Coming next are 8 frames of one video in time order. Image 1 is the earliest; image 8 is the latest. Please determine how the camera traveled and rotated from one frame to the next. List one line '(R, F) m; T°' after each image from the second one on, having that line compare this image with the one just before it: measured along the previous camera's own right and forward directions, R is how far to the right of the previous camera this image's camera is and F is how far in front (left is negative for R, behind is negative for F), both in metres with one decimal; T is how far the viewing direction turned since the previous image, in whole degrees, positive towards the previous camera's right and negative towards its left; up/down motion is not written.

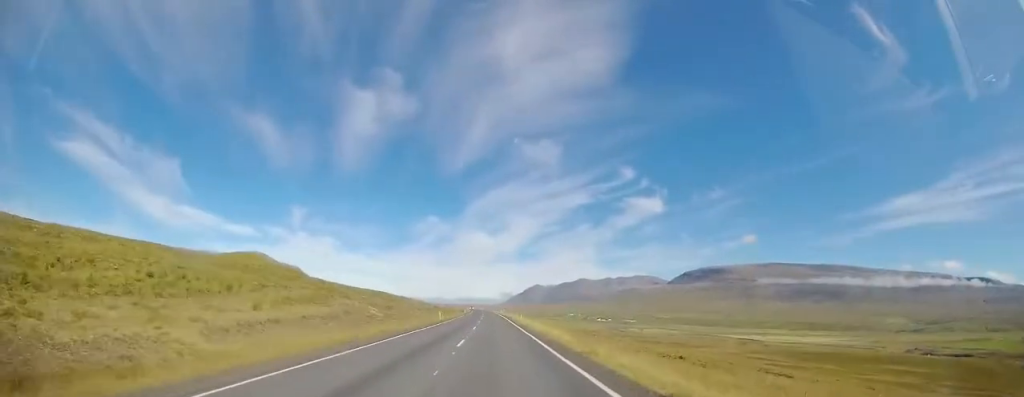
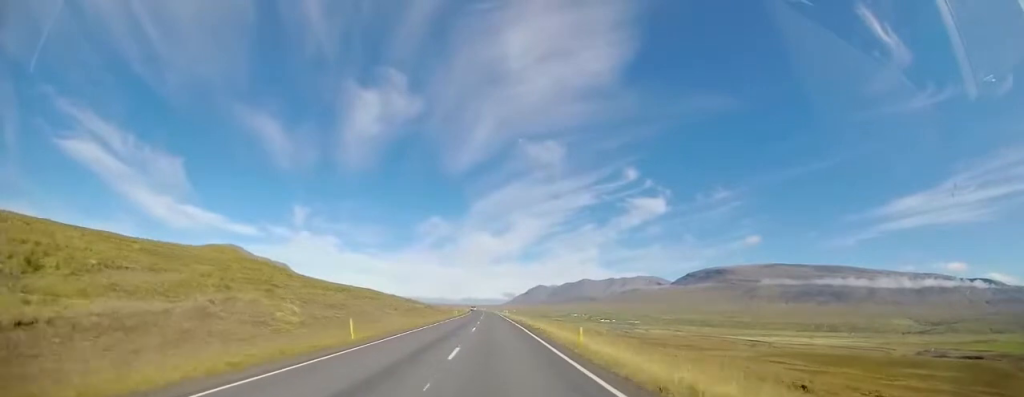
(-0.4, +28.1) m; -1°
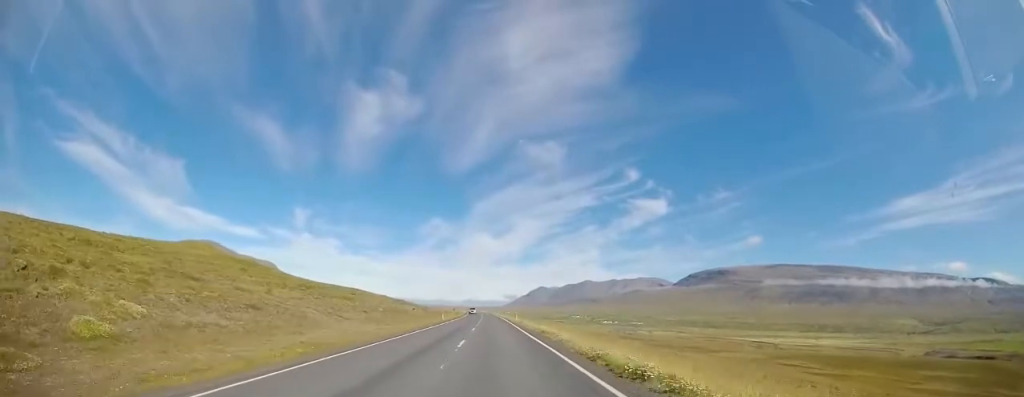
(0.0, +20.3) m; +1°
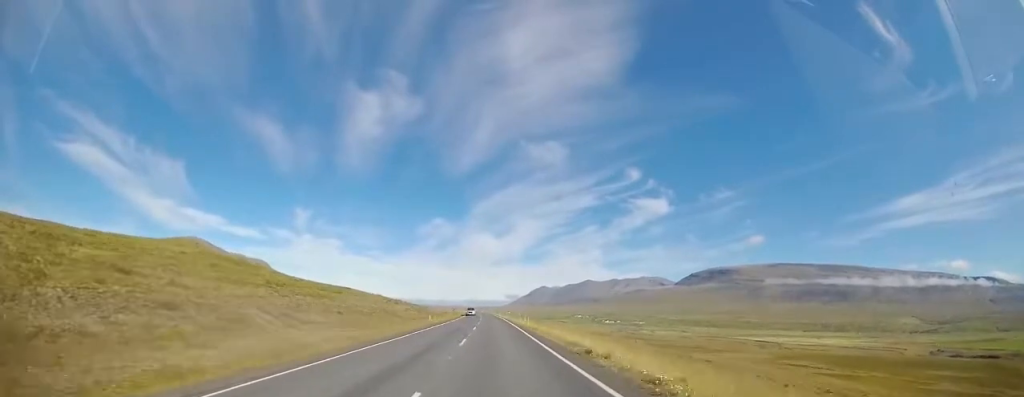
(+0.2, +10.8) m; 0°
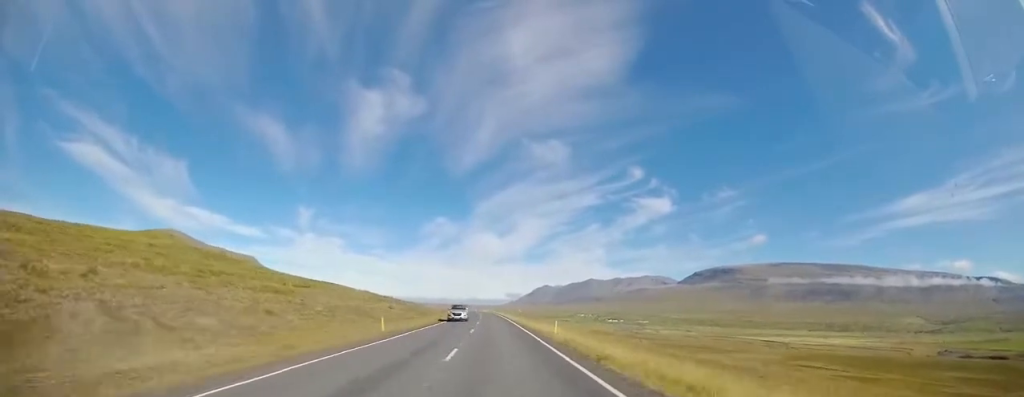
(0.0, +17.0) m; 0°
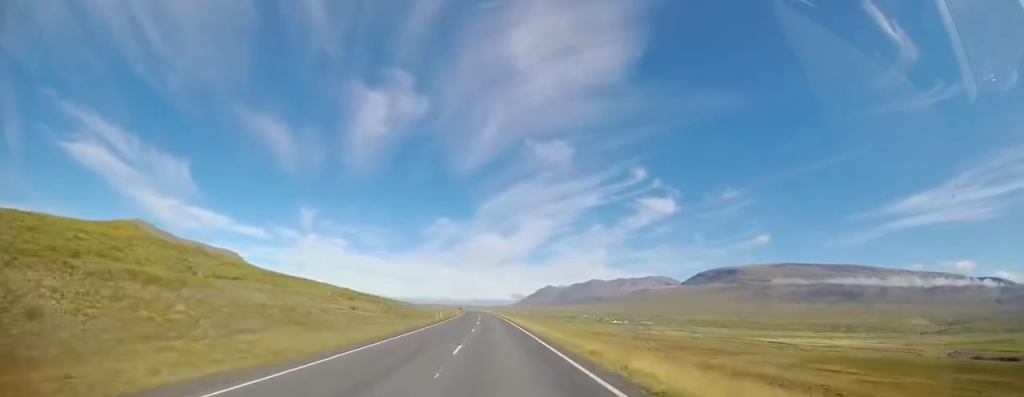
(-0.3, +22.4) m; 0°
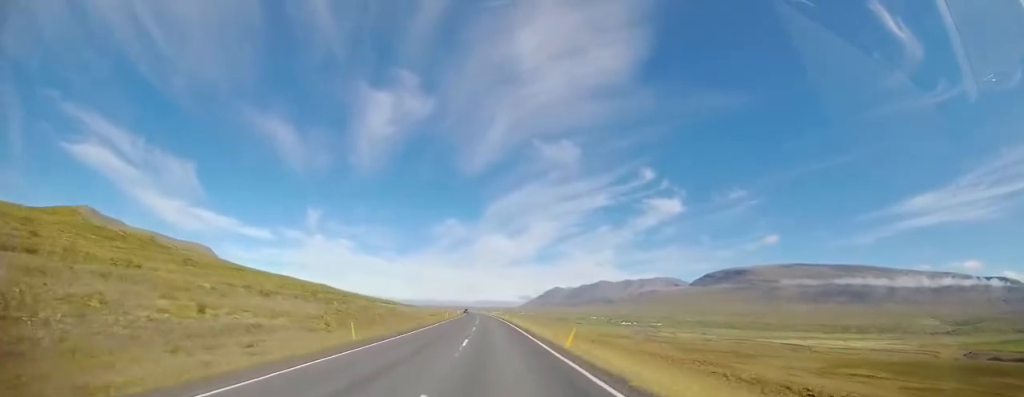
(-0.2, +32.5) m; -1°
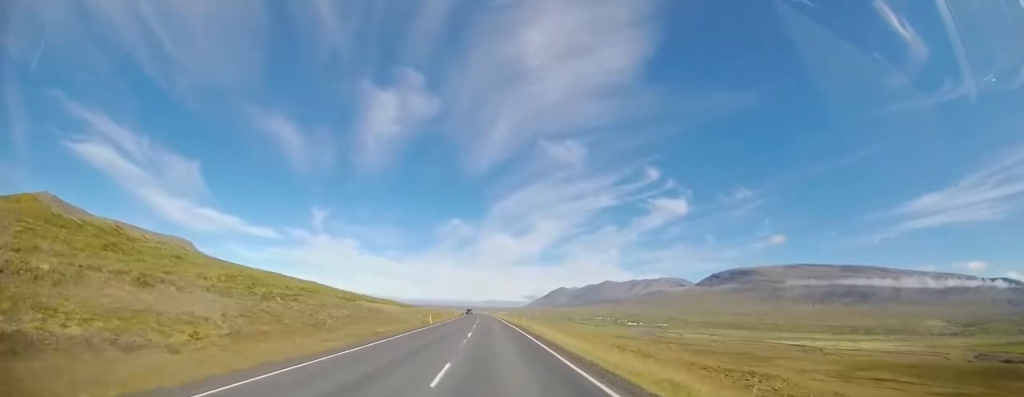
(-0.1, +20.0) m; -1°
